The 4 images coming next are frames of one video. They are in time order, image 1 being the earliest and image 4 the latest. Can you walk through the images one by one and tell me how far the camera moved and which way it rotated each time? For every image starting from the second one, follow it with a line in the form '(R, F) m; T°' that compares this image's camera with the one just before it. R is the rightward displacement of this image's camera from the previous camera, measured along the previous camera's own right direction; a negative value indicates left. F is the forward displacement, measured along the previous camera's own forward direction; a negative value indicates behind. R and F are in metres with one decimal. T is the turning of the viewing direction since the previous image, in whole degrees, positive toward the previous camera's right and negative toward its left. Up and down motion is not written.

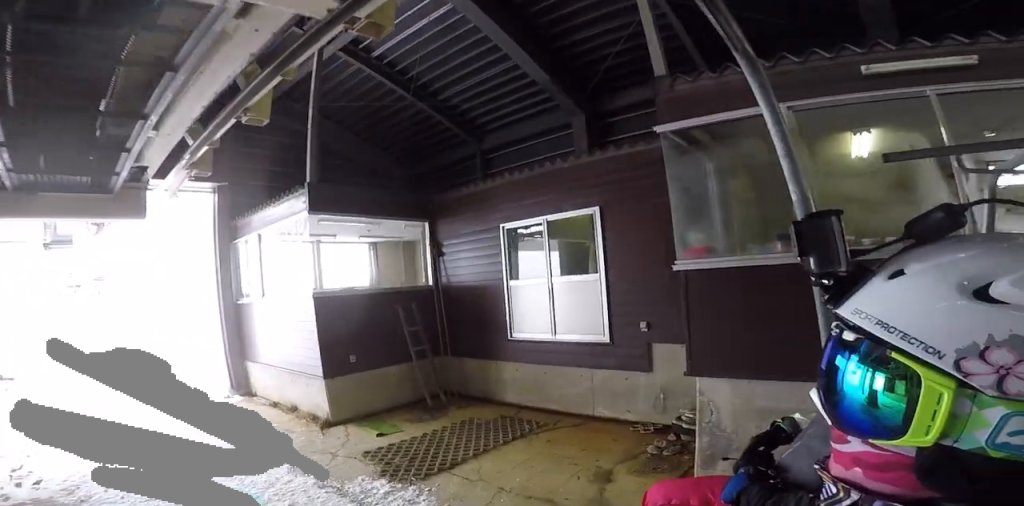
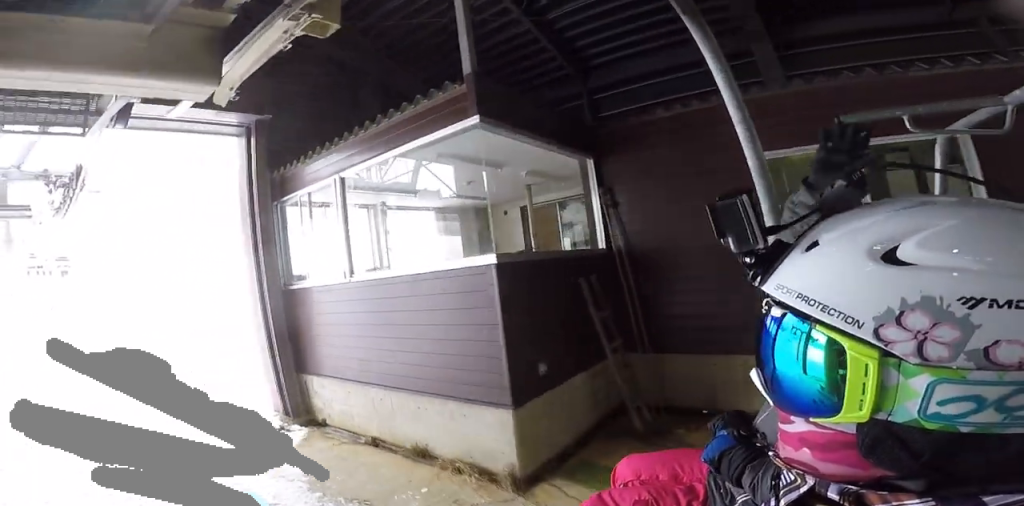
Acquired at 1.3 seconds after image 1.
(-1.2, +6.4) m; -27°
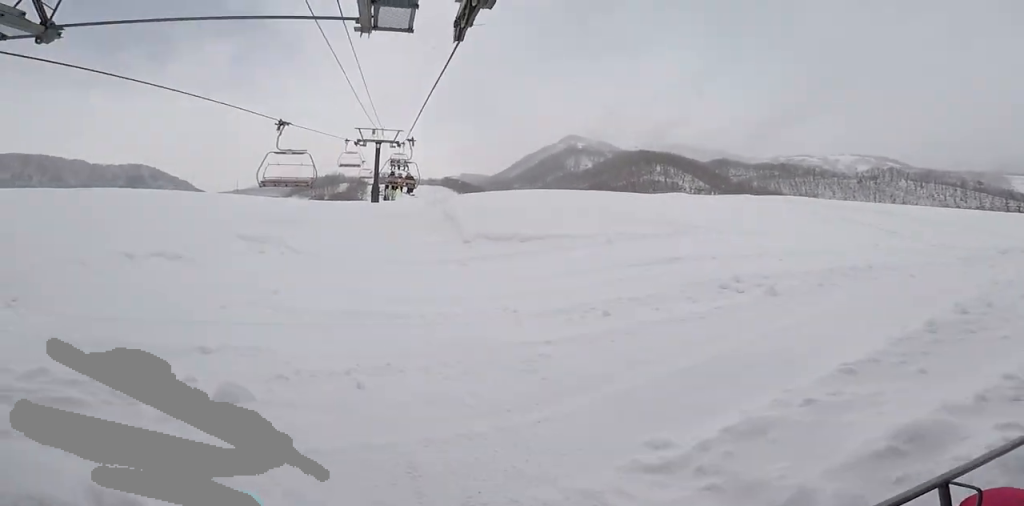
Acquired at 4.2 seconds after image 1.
(-4.3, +15.0) m; -9°
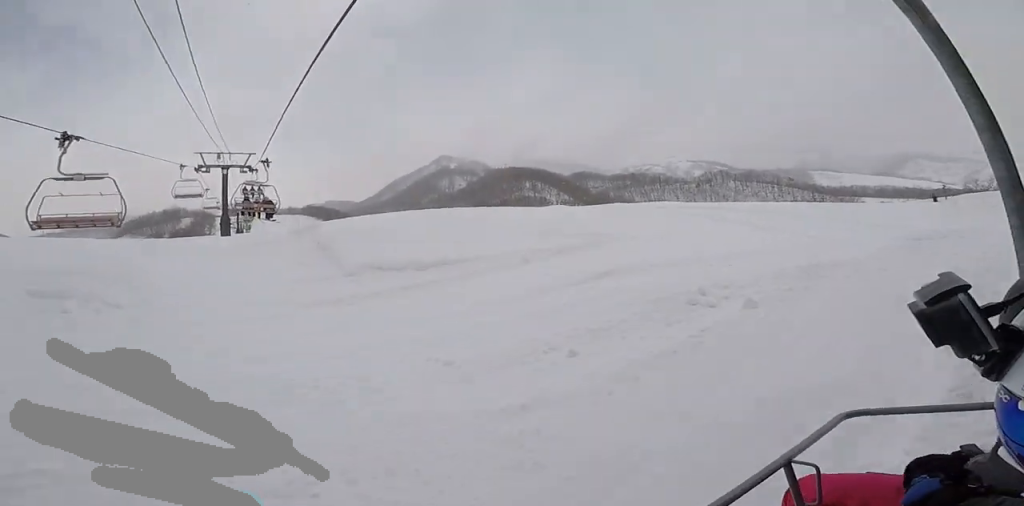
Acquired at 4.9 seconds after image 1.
(+0.1, +2.7) m; +7°
